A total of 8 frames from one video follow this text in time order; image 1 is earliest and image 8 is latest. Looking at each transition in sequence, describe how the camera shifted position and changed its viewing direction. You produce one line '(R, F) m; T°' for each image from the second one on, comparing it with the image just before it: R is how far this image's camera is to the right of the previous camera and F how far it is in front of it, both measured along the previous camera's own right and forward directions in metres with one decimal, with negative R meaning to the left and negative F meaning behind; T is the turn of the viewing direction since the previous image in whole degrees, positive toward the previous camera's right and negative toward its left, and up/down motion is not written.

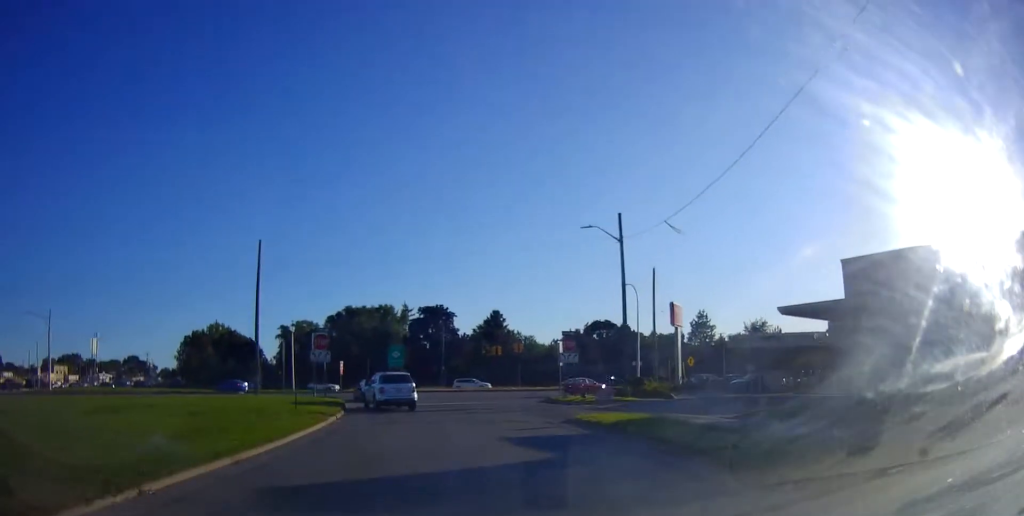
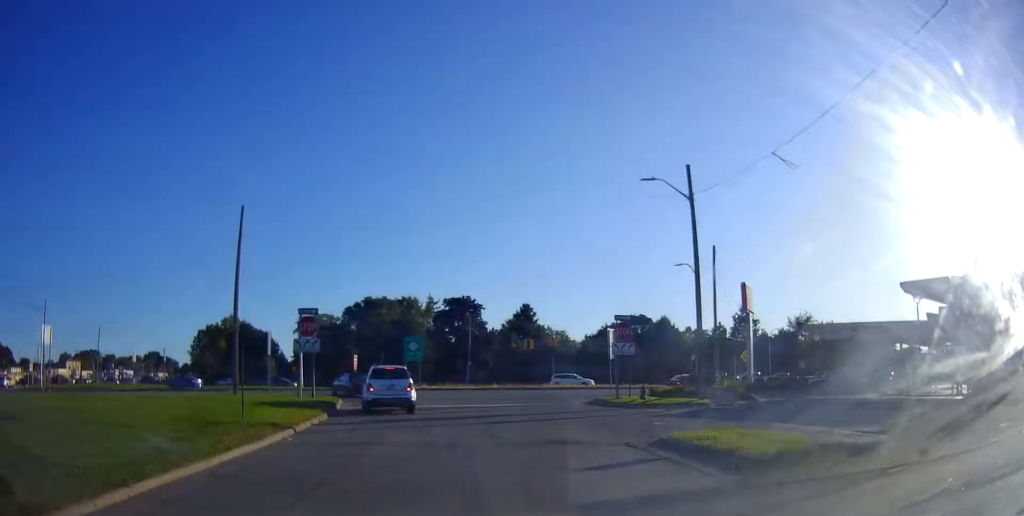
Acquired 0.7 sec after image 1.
(+0.1, +7.8) m; -3°
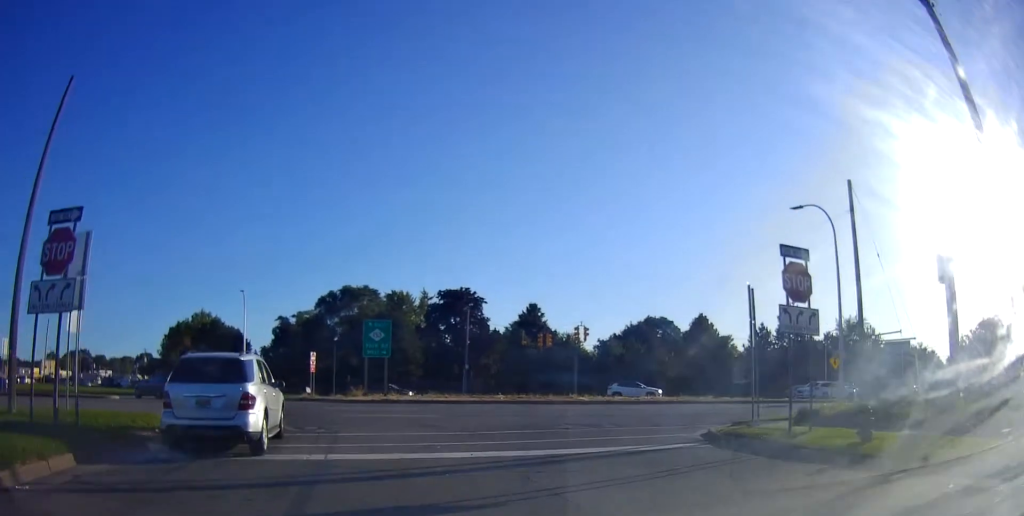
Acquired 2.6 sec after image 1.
(-1.9, +18.5) m; -4°
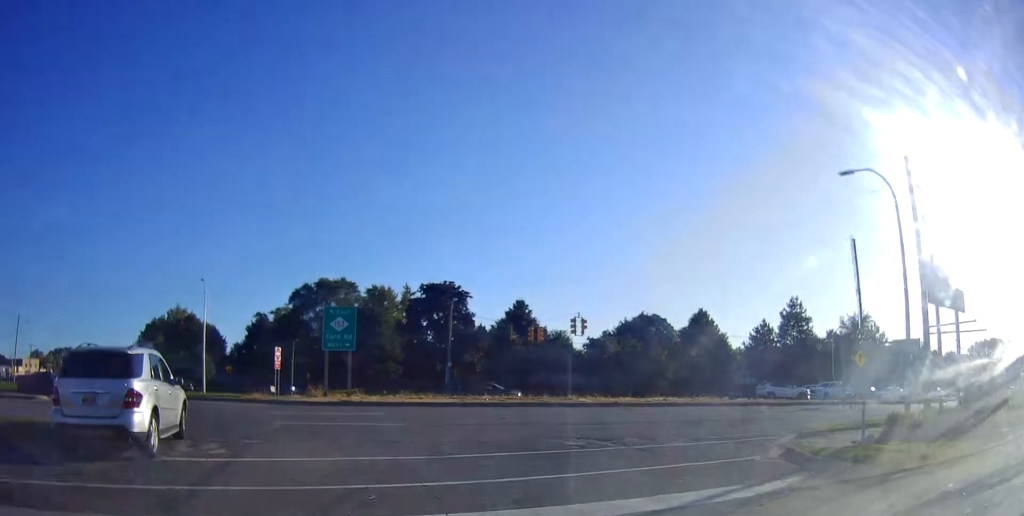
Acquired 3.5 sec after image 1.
(+0.5, +6.7) m; +3°
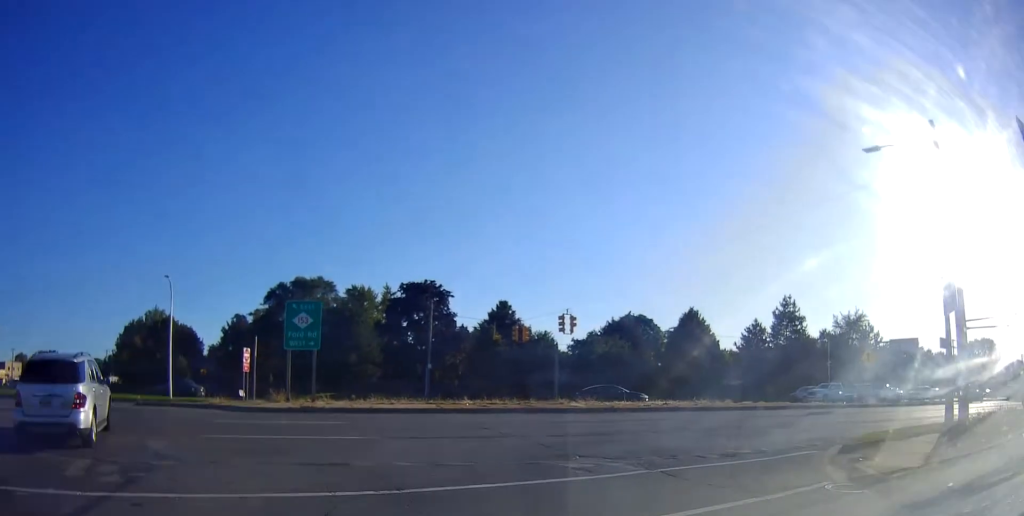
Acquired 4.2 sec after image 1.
(0.0, +4.5) m; +1°
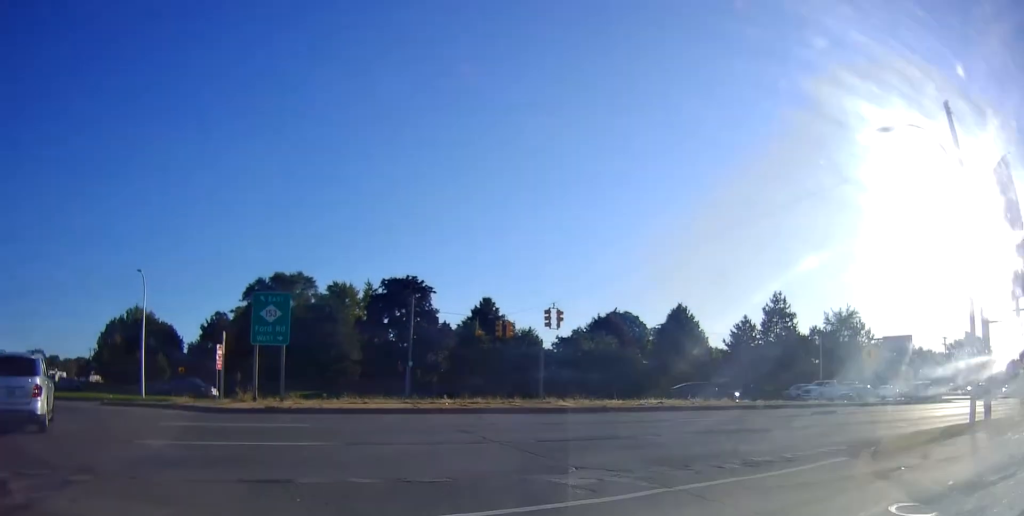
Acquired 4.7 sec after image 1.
(-0.1, +2.7) m; 0°
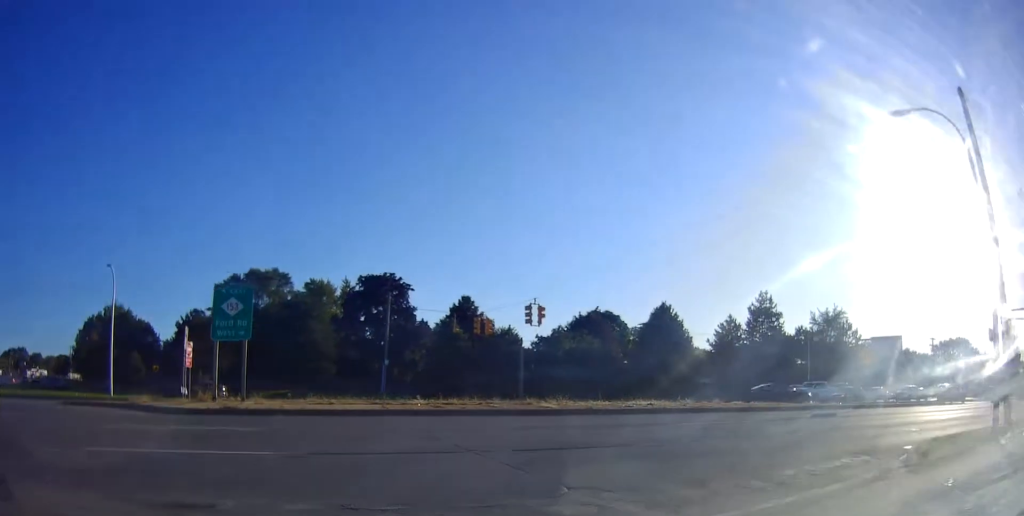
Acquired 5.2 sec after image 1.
(+0.1, +2.0) m; -1°
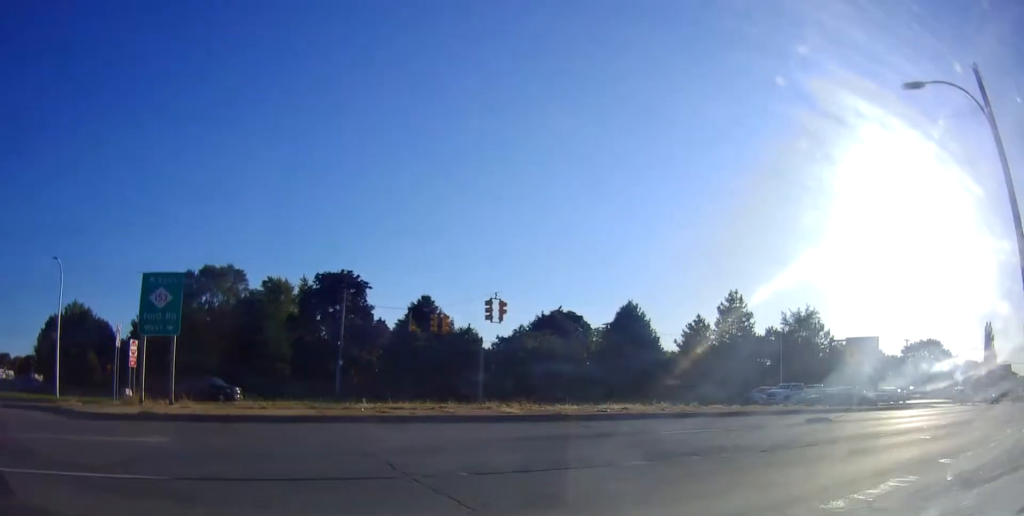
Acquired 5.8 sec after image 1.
(+0.1, +2.5) m; -1°
